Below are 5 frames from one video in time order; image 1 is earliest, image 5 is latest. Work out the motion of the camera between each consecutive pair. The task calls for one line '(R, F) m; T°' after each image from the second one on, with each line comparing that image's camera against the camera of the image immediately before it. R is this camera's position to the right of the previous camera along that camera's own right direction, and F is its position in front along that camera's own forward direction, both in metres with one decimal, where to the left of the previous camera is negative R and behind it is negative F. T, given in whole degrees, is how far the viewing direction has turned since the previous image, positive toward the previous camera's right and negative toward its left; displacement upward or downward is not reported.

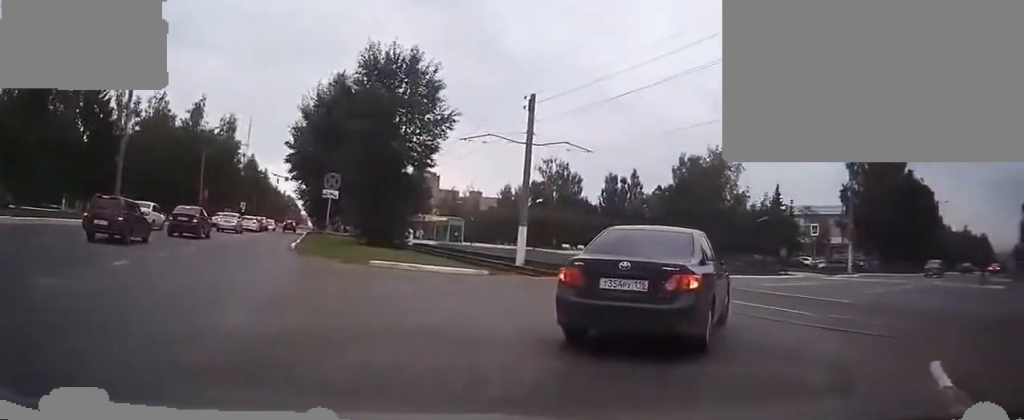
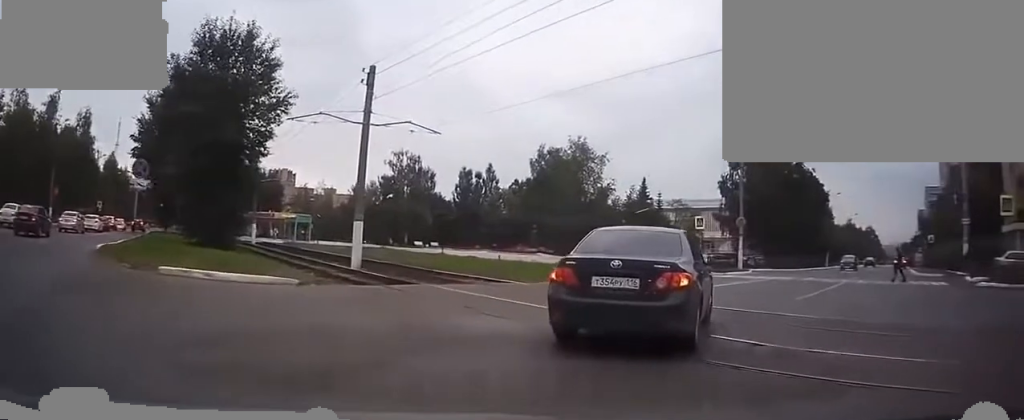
(+0.7, +5.1) m; +20°
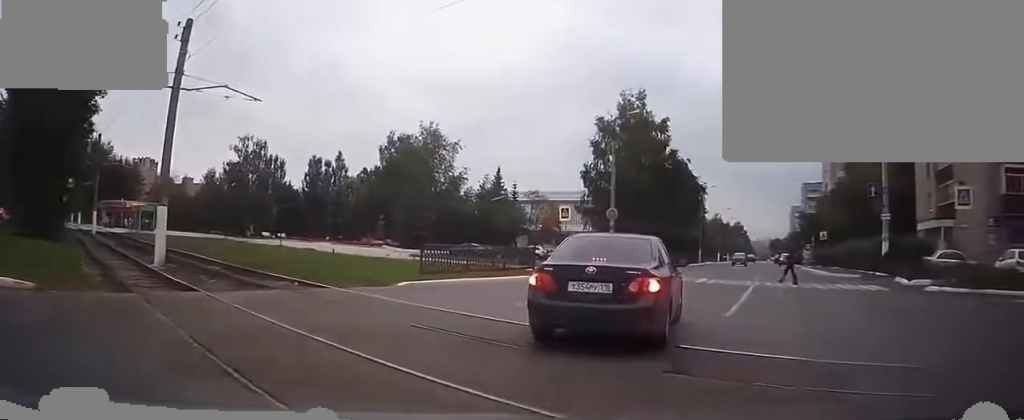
(+1.2, +5.3) m; +19°
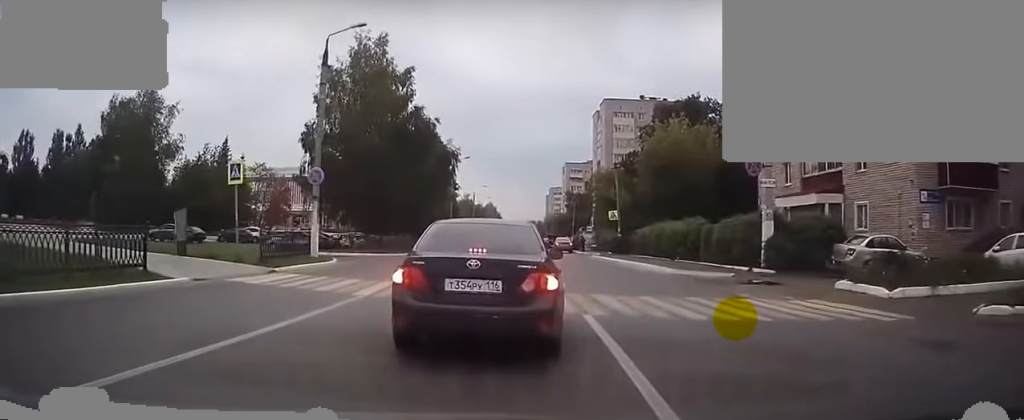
(+0.7, +14.5) m; +3°
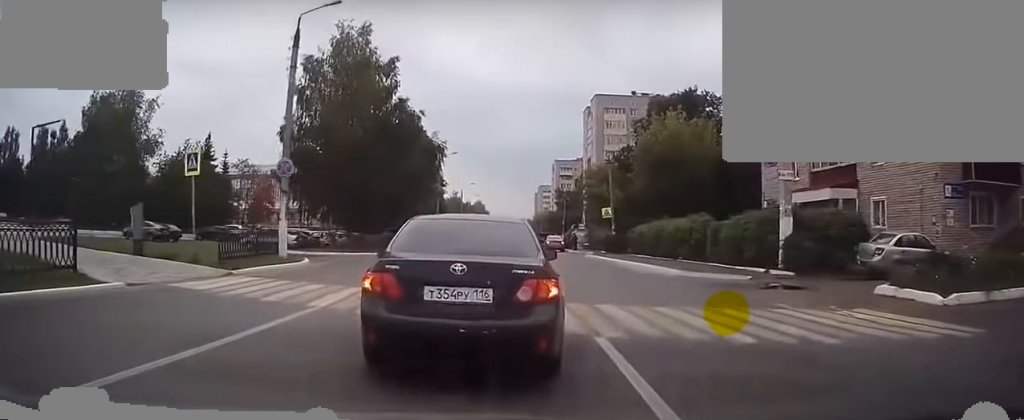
(0.0, +2.2) m; 0°
